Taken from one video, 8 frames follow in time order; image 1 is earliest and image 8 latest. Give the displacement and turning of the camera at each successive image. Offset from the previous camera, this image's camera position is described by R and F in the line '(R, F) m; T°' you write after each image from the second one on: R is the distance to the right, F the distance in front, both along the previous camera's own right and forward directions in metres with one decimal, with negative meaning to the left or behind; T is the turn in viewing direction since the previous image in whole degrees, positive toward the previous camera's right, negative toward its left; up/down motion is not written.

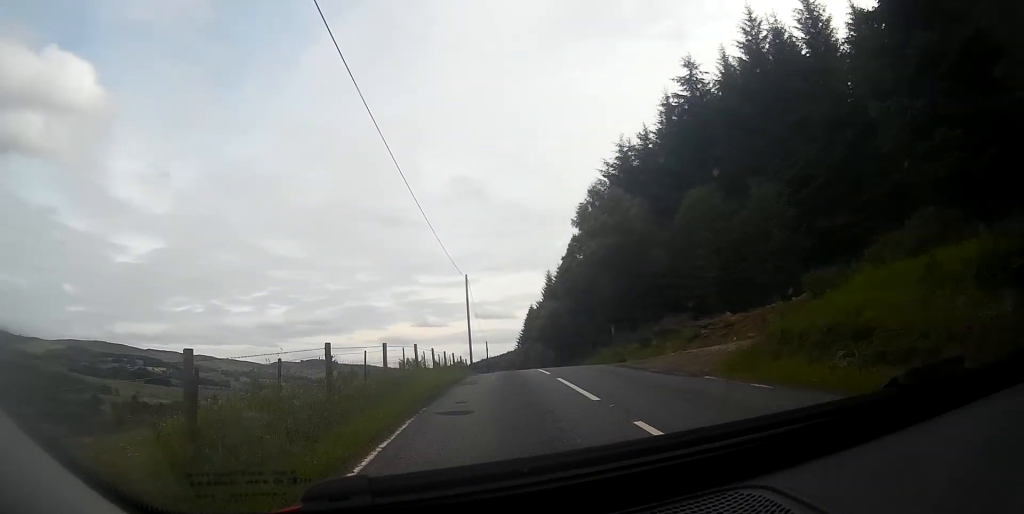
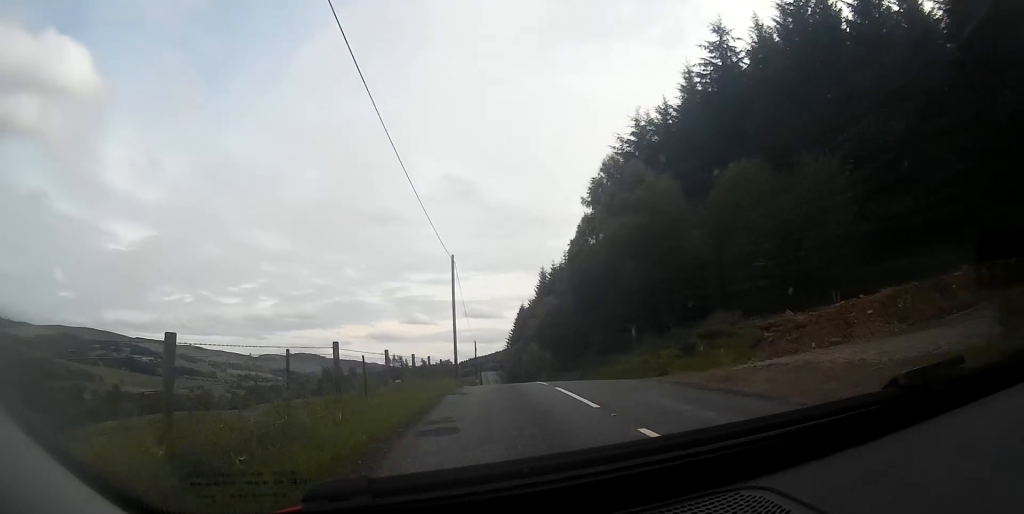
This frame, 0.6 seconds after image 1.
(+0.1, +9.0) m; +1°
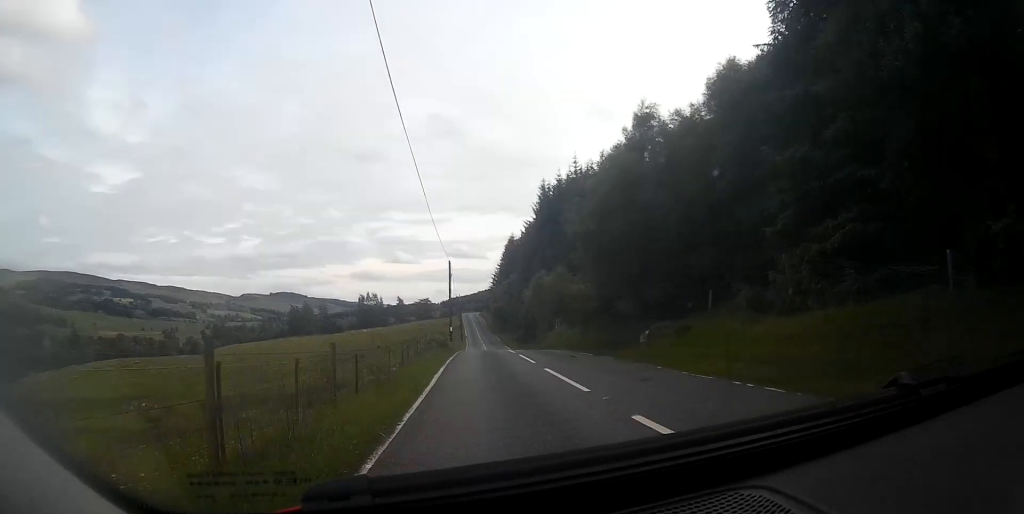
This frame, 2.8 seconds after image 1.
(+0.7, +35.5) m; +2°
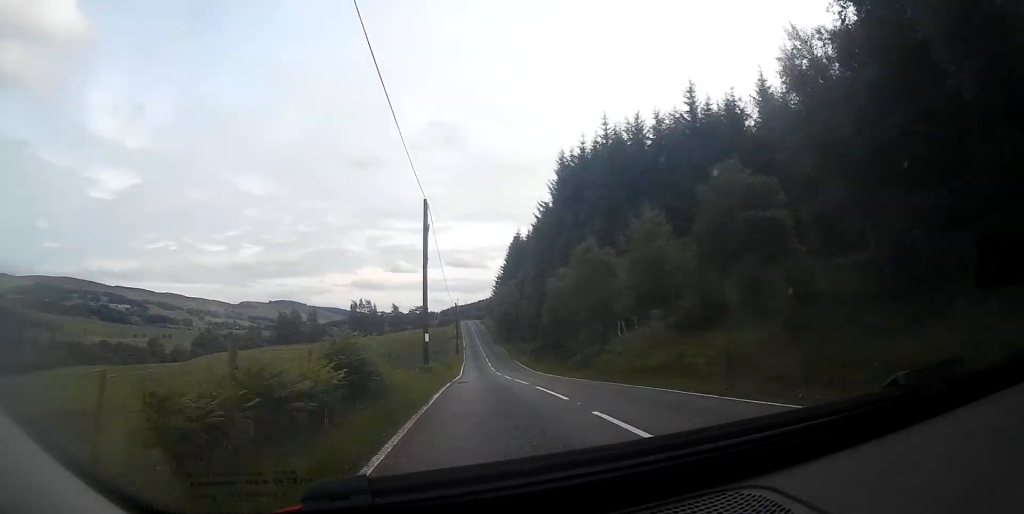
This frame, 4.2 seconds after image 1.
(+0.1, +24.2) m; -1°
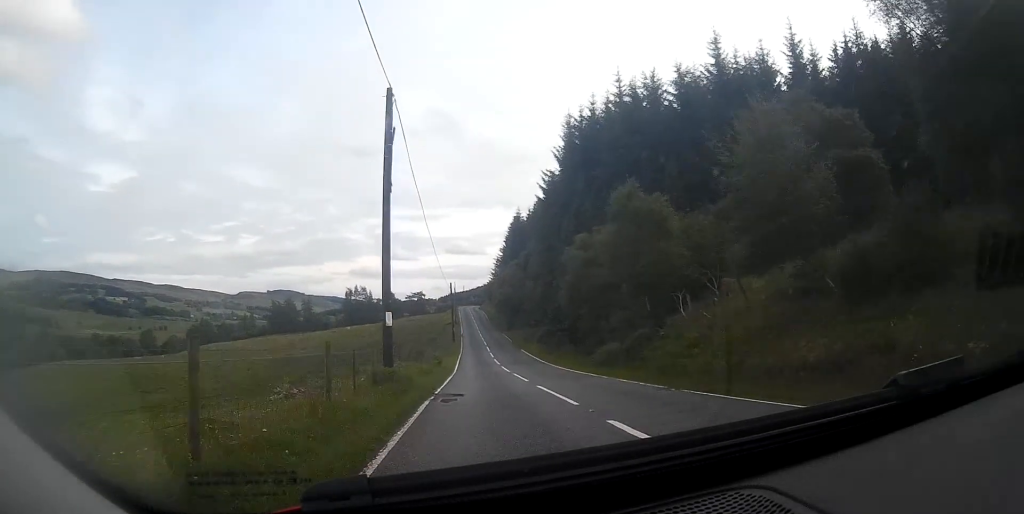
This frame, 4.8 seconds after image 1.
(-0.1, +10.0) m; 0°
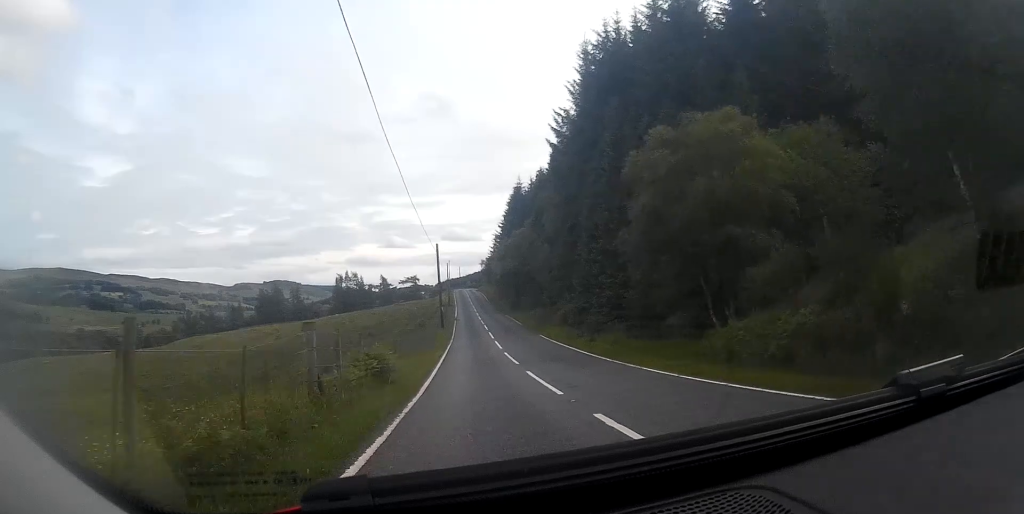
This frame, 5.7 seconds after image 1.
(-0.1, +17.6) m; 0°
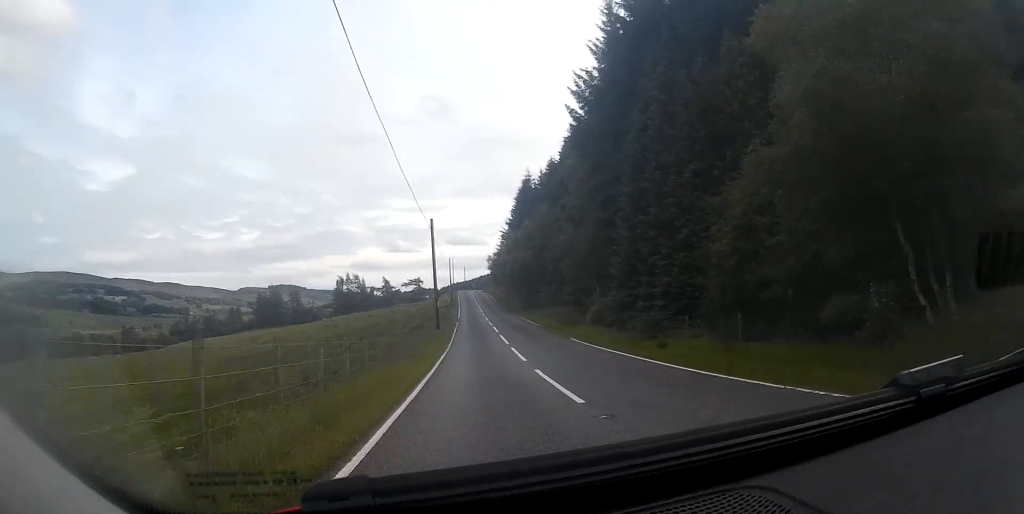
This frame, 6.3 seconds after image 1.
(0.0, +10.6) m; 0°
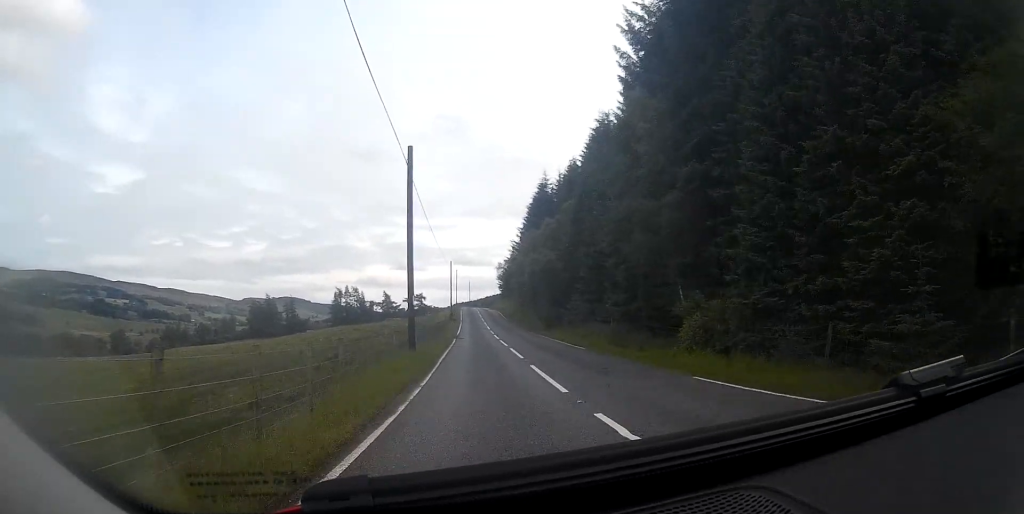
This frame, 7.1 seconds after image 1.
(-0.1, +16.0) m; 0°
